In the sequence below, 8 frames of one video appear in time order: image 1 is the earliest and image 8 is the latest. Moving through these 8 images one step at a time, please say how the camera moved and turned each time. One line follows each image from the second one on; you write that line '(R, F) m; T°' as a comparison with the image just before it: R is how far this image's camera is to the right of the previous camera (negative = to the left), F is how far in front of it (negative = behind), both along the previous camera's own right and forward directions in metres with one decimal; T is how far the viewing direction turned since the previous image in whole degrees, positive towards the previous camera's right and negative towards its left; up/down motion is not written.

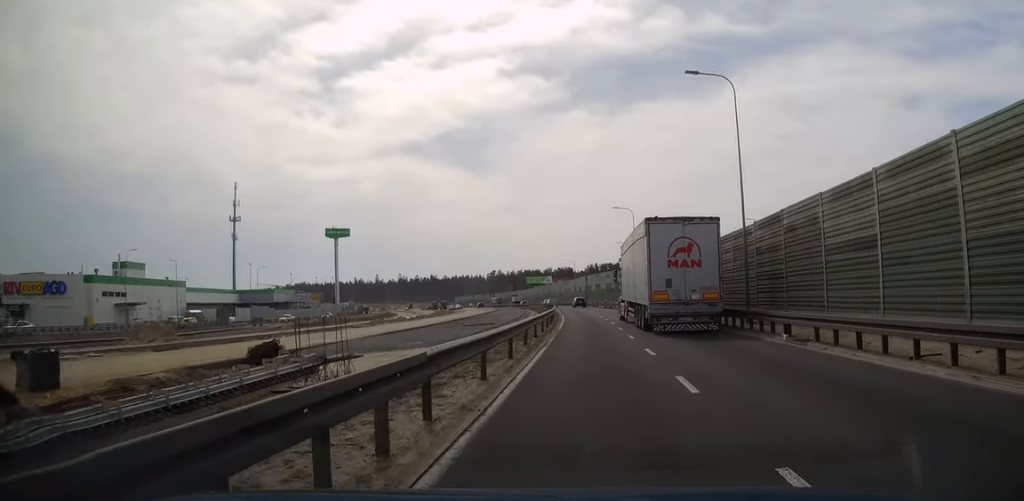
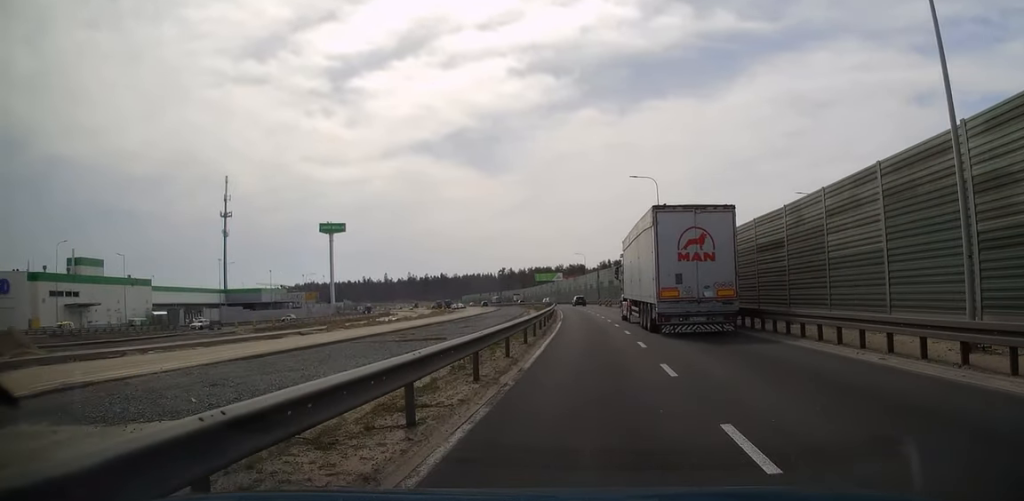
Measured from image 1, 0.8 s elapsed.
(0.0, +16.3) m; -1°
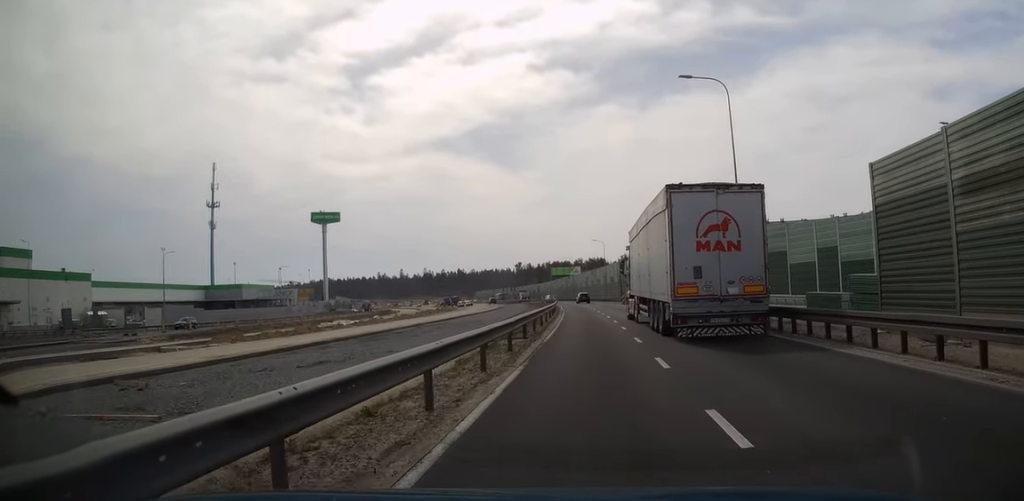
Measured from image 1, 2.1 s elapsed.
(-0.4, +23.1) m; -2°
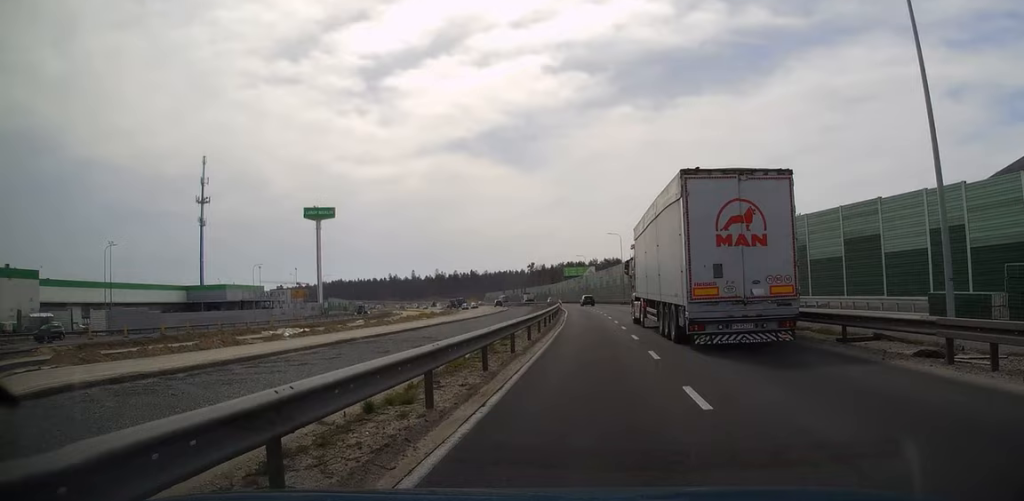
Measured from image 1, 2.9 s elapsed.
(-0.2, +16.1) m; -1°
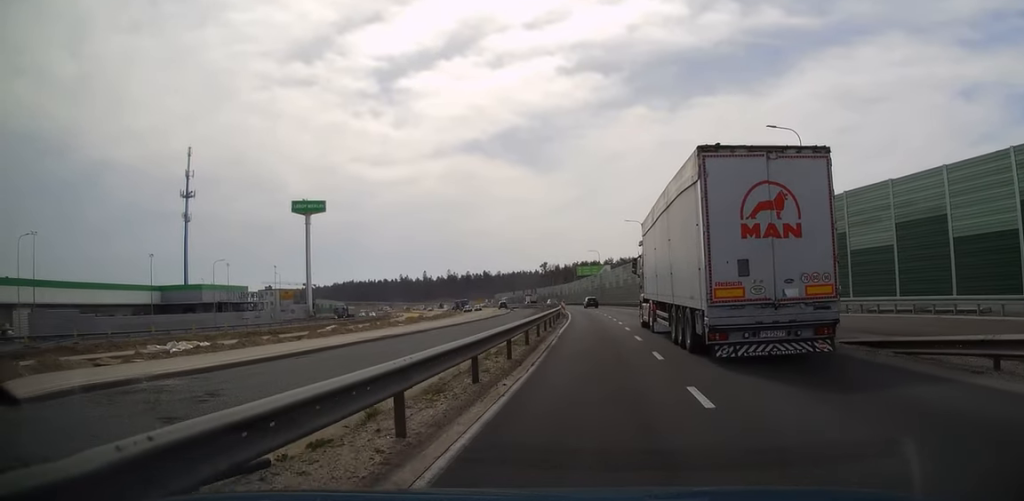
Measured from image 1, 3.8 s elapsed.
(-0.2, +17.7) m; -1°
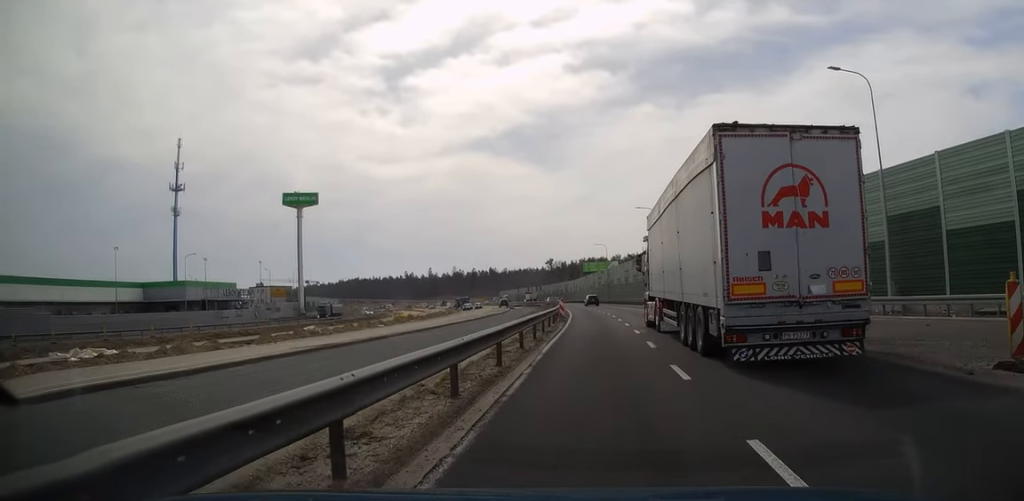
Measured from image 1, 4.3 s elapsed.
(0.0, +9.6) m; -1°
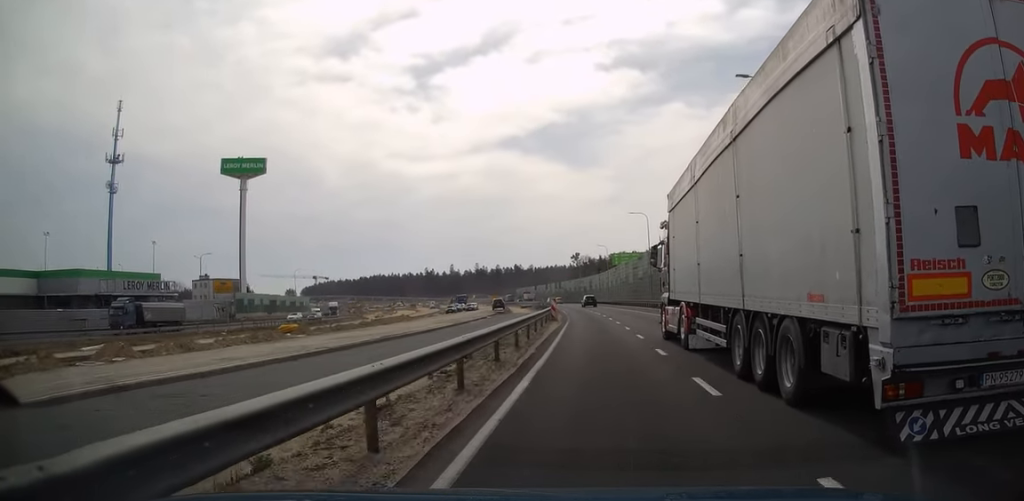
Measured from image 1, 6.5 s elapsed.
(-0.9, +43.0) m; -2°
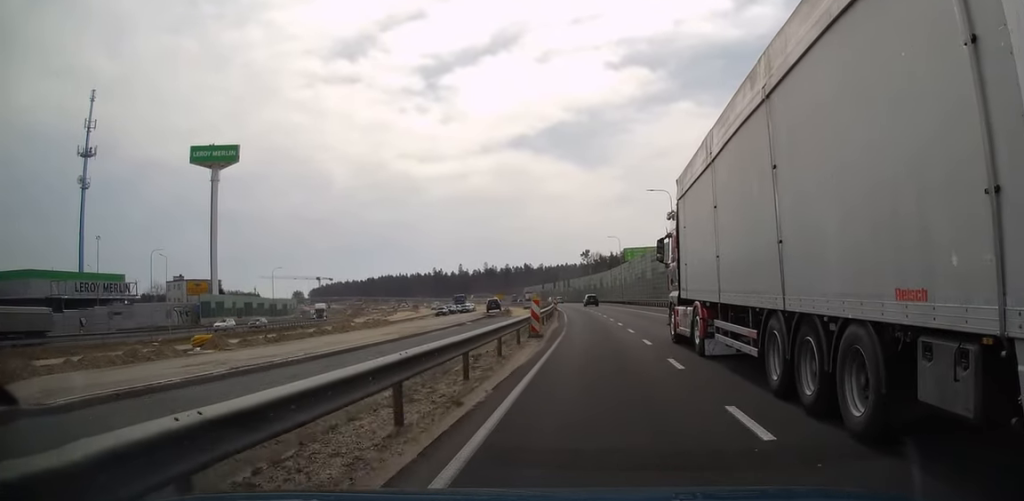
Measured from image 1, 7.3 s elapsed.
(-0.2, +14.7) m; -1°
